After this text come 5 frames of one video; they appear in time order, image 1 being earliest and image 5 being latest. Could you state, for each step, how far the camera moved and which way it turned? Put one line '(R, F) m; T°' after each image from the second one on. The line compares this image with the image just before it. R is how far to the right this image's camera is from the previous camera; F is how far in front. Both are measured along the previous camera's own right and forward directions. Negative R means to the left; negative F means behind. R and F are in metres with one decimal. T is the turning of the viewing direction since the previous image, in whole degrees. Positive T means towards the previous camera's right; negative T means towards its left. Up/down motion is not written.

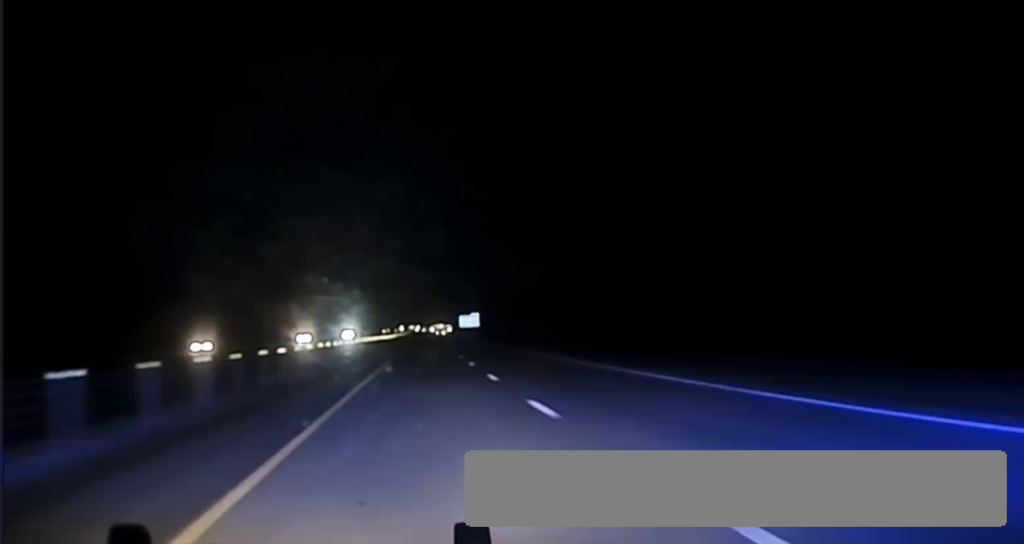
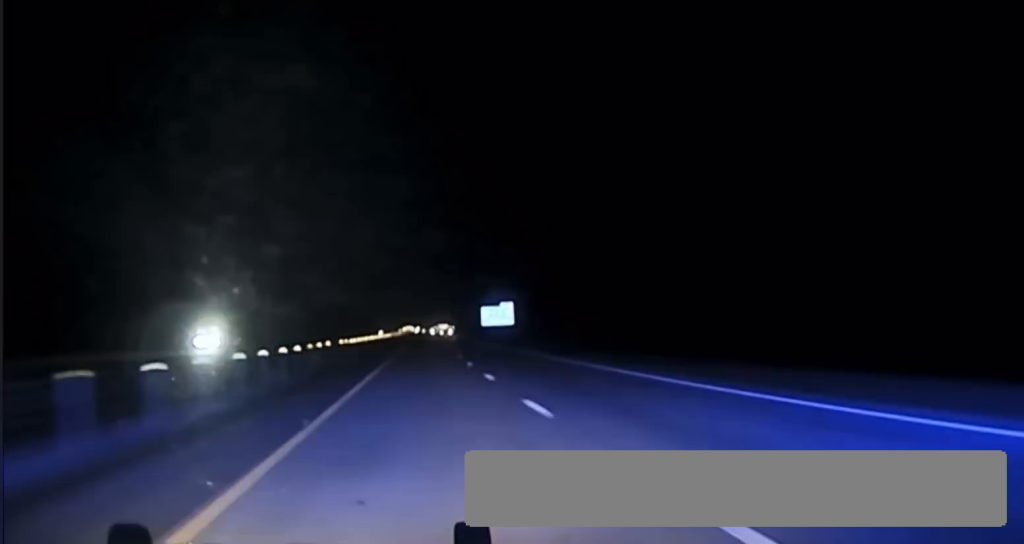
(-0.2, +147.2) m; 0°
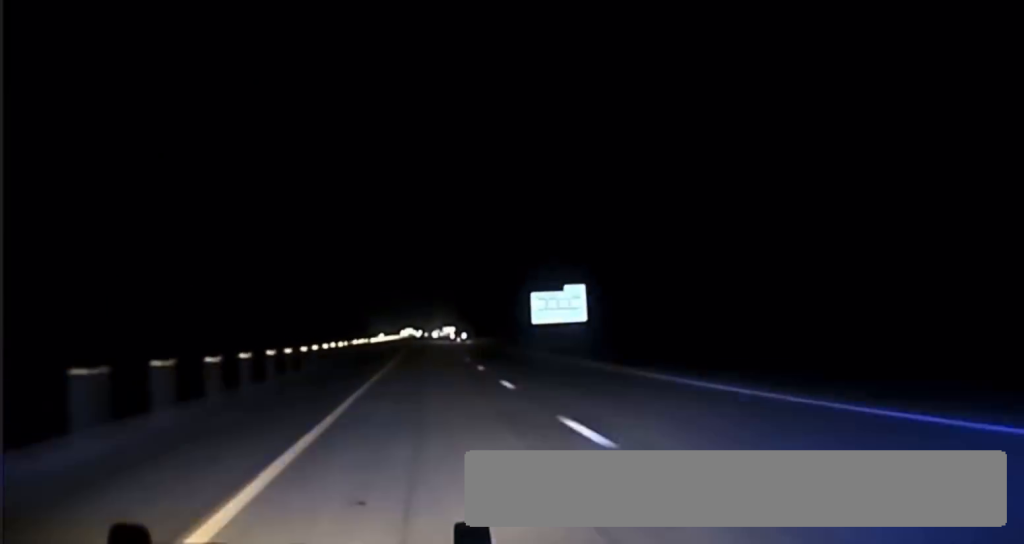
(-0.2, +101.2) m; 0°
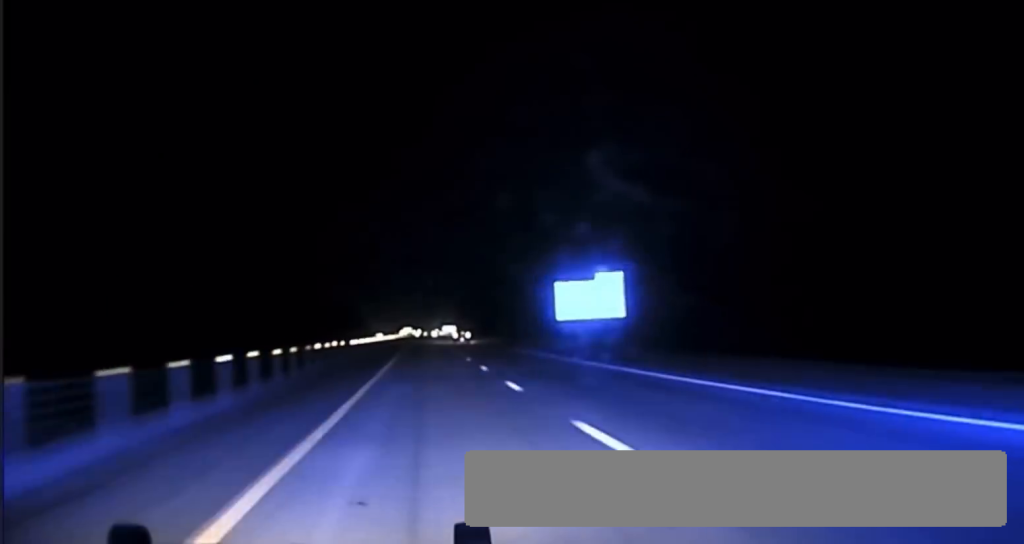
(-0.3, +25.1) m; 0°
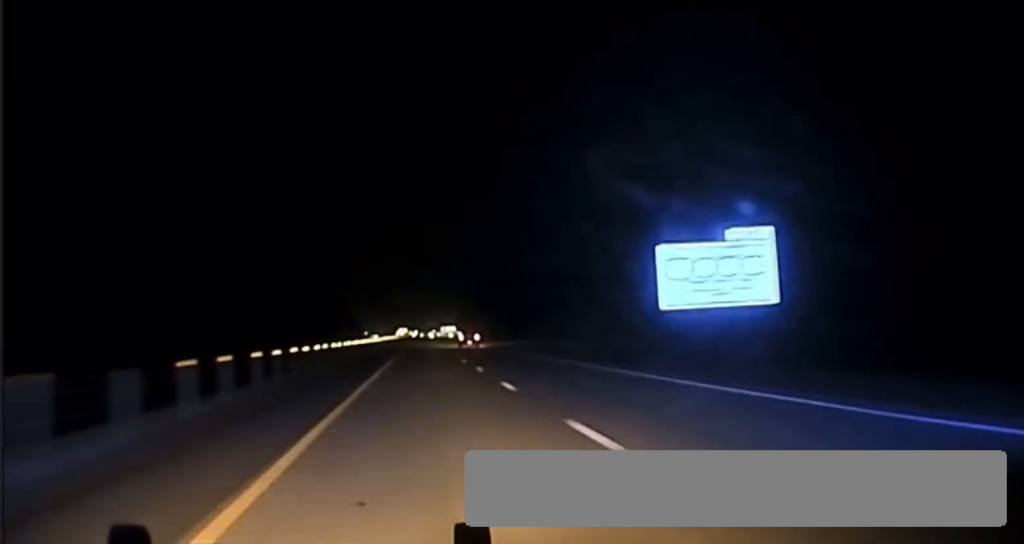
(+0.7, +46.9) m; 0°
